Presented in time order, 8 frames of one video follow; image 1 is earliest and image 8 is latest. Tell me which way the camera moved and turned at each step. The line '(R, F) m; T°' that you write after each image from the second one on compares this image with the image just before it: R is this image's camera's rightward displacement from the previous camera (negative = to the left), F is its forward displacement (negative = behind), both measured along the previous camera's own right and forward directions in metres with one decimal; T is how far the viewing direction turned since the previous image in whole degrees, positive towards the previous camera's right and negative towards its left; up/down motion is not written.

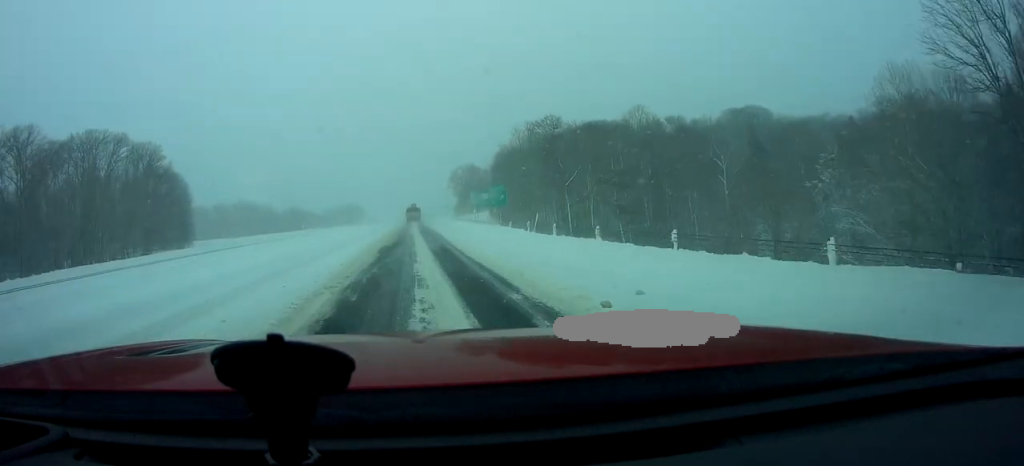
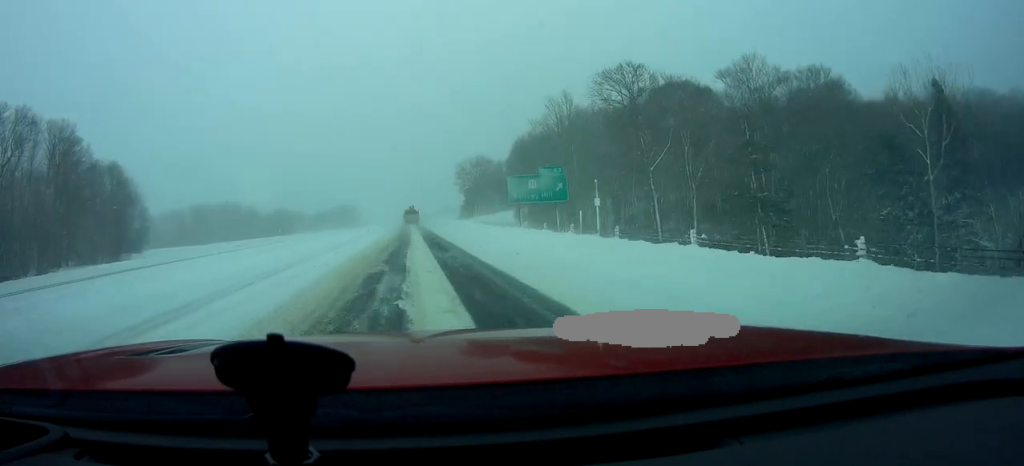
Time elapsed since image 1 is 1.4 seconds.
(0.0, +35.2) m; -1°
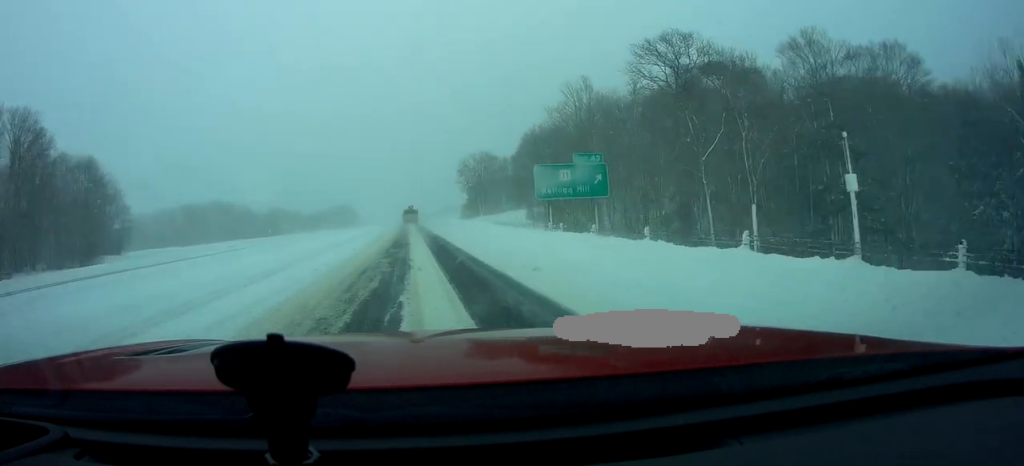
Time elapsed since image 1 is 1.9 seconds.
(+0.2, +11.4) m; -1°
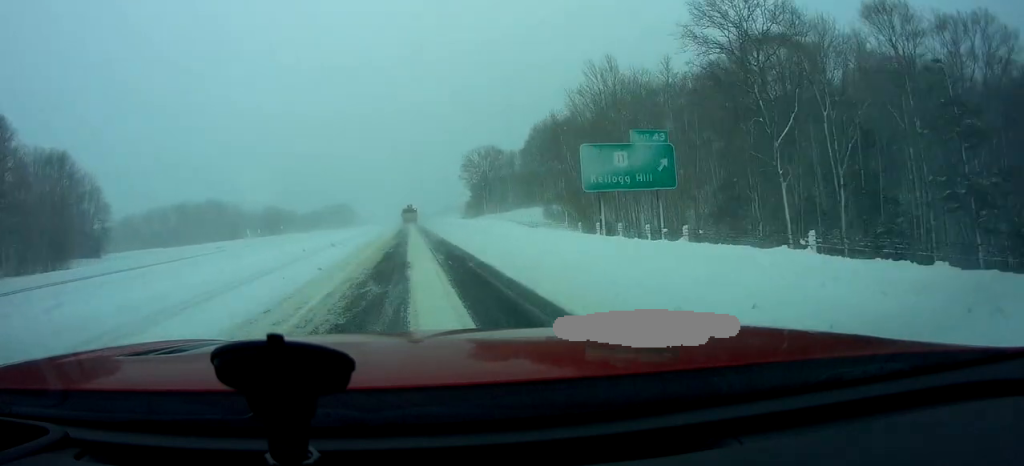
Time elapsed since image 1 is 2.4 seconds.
(-0.2, +11.5) m; 0°
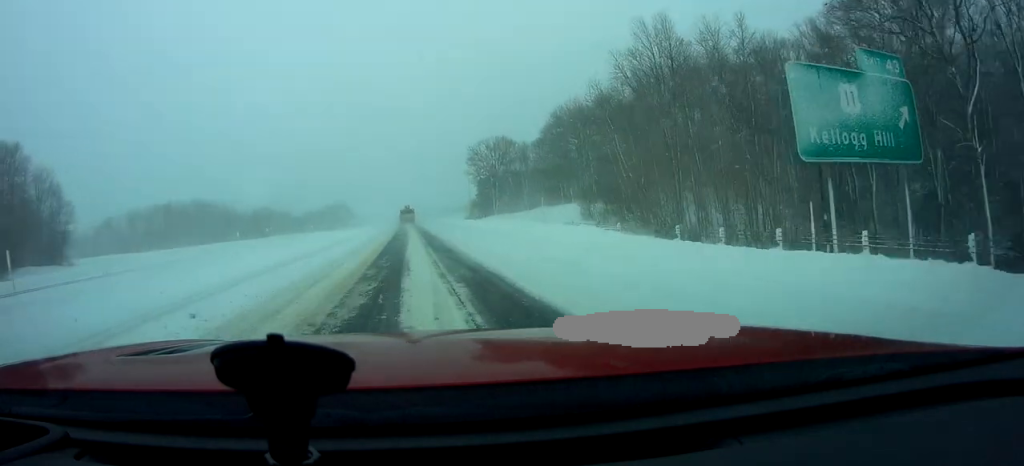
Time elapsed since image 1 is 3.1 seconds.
(-0.7, +18.1) m; 0°
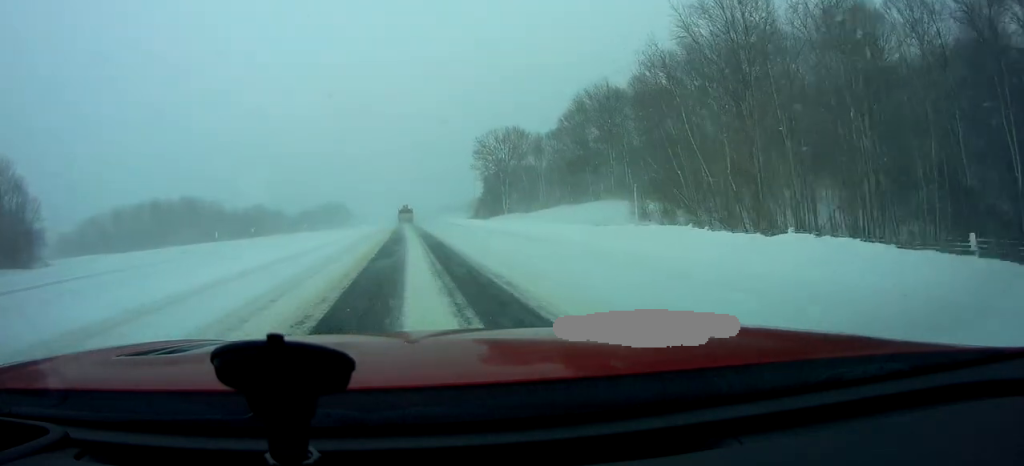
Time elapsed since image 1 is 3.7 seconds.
(+0.6, +14.8) m; +2°
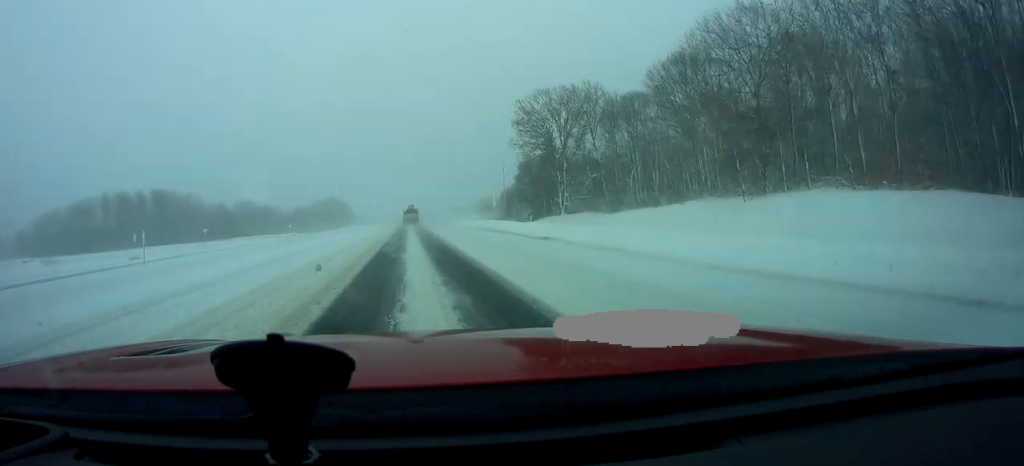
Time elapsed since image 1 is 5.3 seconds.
(+0.4, +40.1) m; 0°
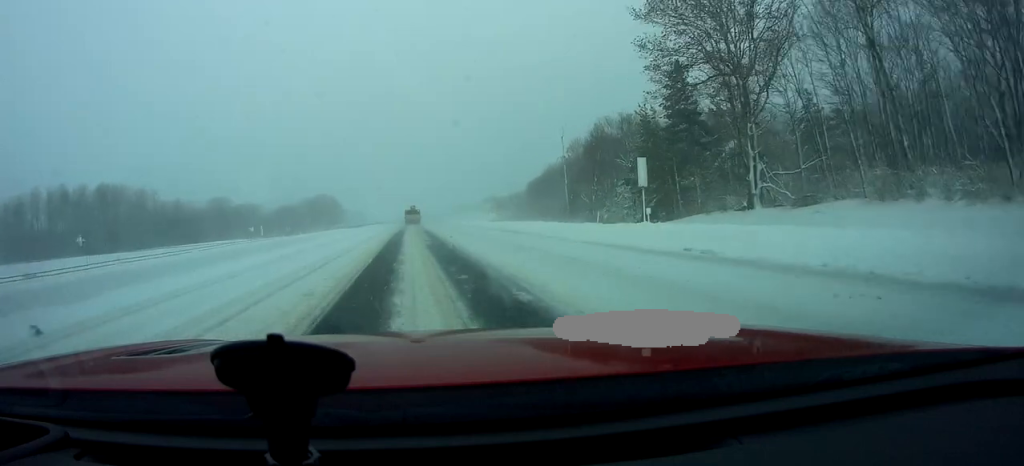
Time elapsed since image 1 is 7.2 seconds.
(+0.2, +46.3) m; +1°
